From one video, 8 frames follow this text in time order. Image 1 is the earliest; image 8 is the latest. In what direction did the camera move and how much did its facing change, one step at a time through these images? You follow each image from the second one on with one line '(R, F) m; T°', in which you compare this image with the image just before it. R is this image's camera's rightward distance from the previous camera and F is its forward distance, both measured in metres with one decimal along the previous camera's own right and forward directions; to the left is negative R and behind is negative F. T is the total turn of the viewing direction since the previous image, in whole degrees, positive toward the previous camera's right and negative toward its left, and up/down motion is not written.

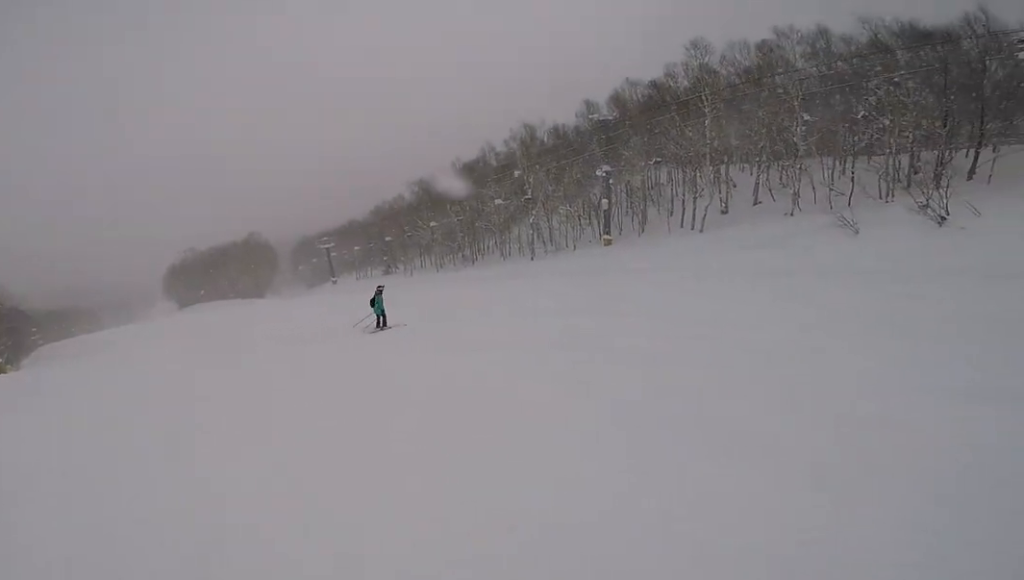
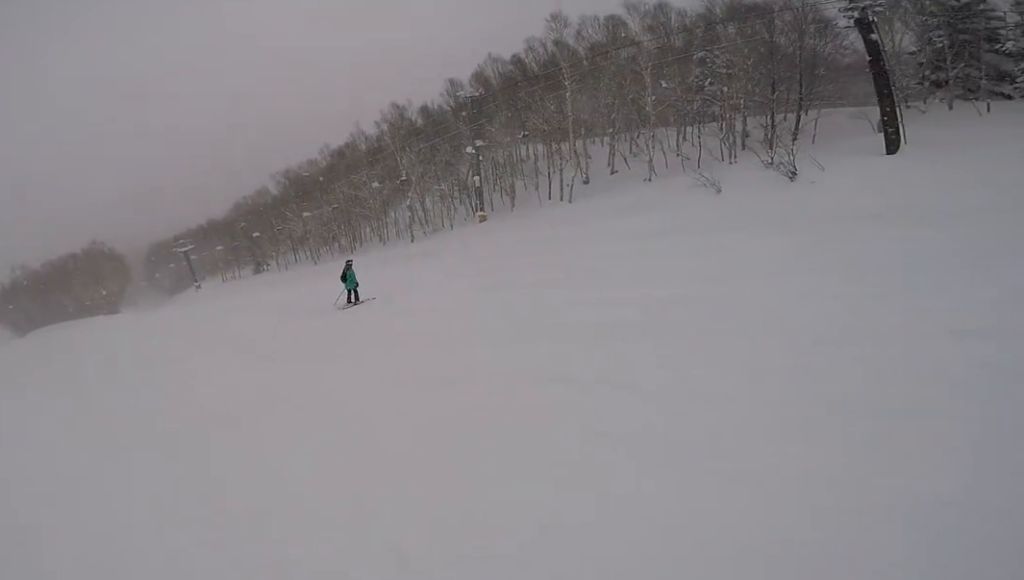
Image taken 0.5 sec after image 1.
(0.0, +1.9) m; +10°
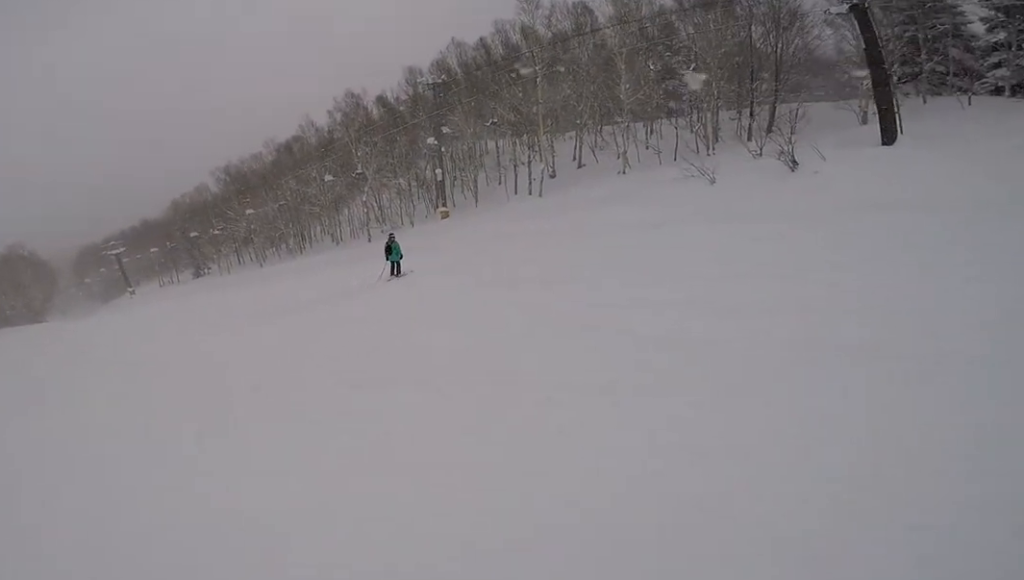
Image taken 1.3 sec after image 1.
(+0.7, +3.1) m; +21°
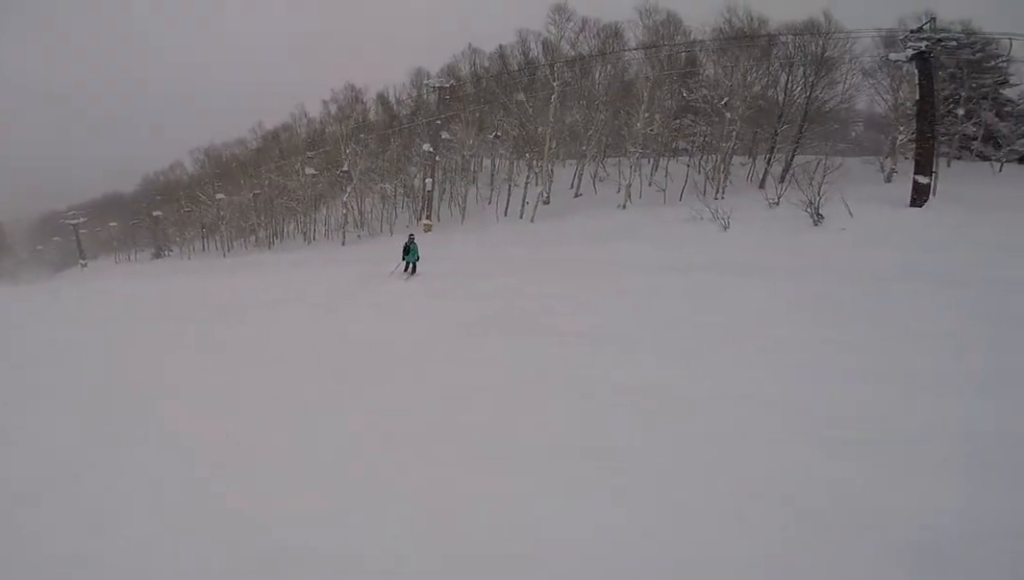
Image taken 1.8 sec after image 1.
(+0.4, +2.1) m; +12°
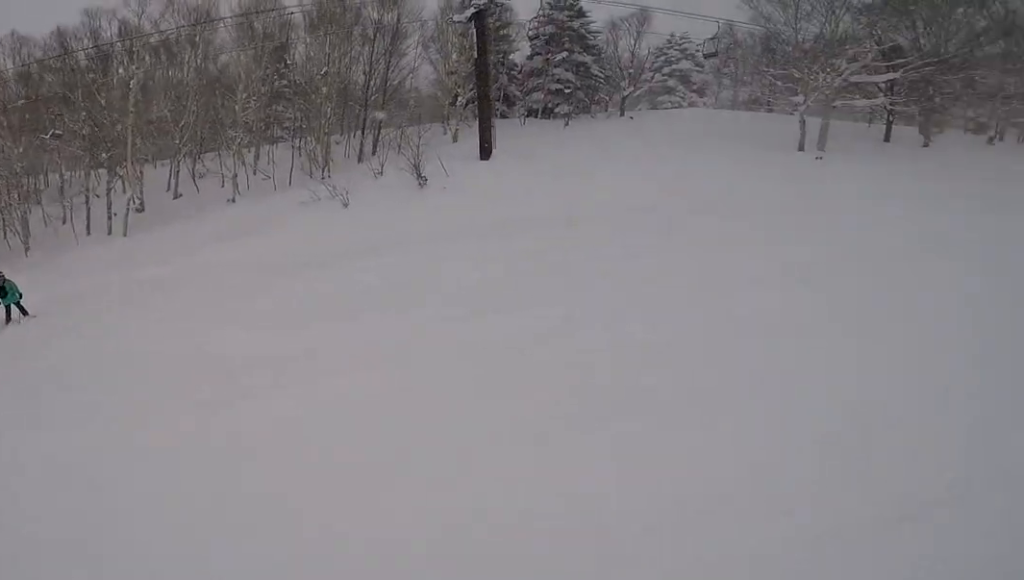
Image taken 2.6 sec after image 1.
(+0.5, +3.3) m; +19°
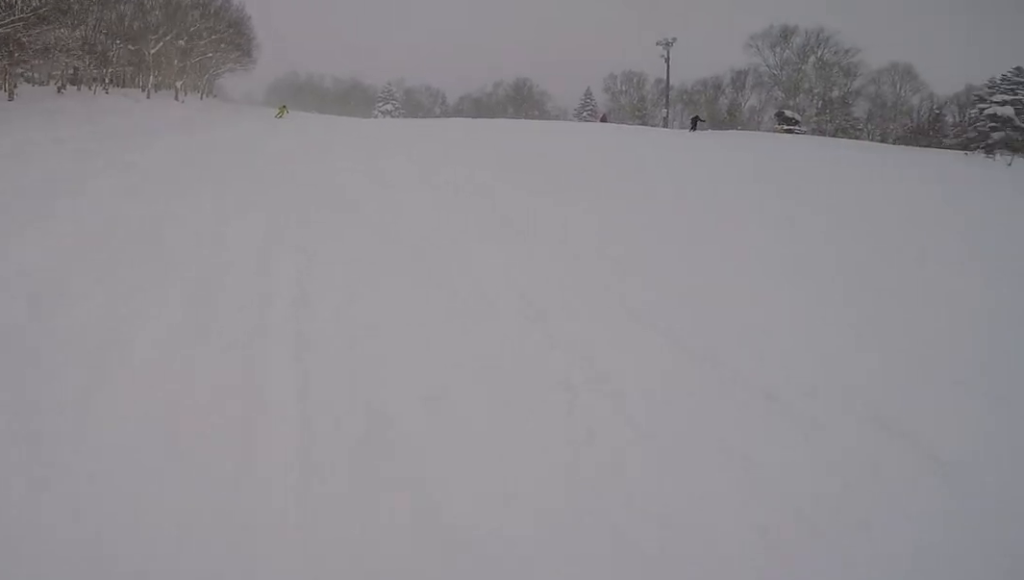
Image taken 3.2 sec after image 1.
(+0.2, +2.6) m; +16°
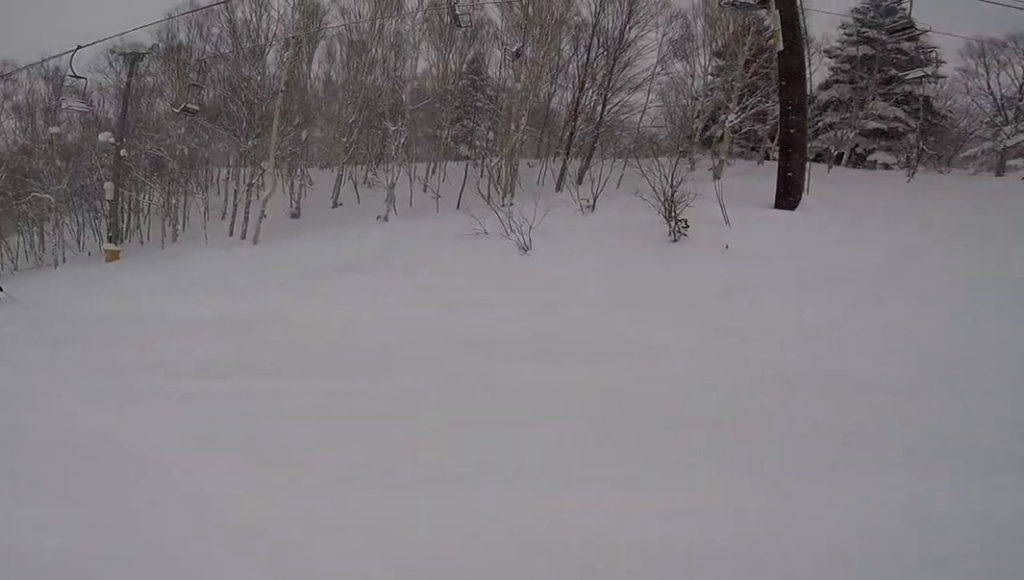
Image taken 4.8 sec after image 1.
(+0.6, +4.7) m; -15°
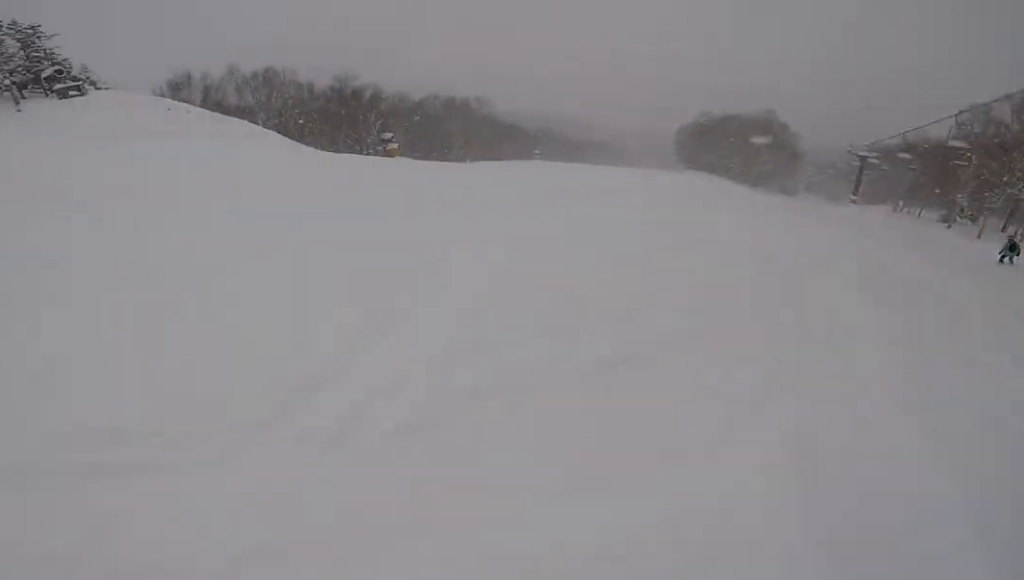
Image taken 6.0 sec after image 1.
(-1.2, +3.8) m; -33°
